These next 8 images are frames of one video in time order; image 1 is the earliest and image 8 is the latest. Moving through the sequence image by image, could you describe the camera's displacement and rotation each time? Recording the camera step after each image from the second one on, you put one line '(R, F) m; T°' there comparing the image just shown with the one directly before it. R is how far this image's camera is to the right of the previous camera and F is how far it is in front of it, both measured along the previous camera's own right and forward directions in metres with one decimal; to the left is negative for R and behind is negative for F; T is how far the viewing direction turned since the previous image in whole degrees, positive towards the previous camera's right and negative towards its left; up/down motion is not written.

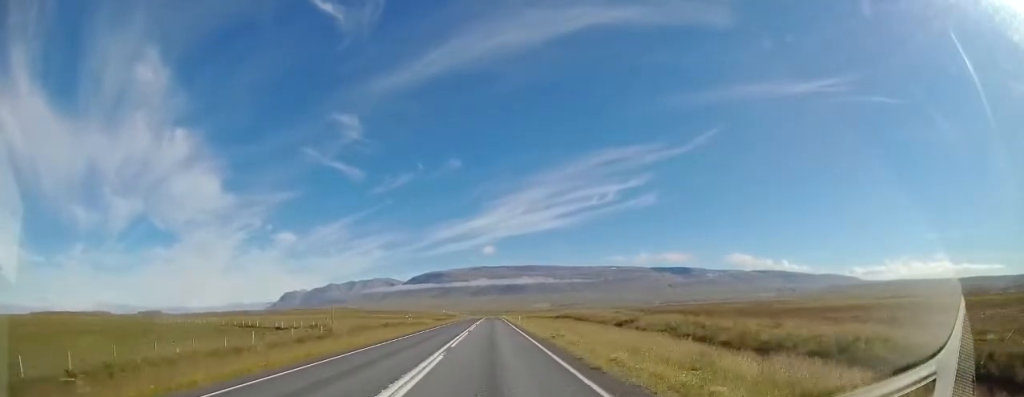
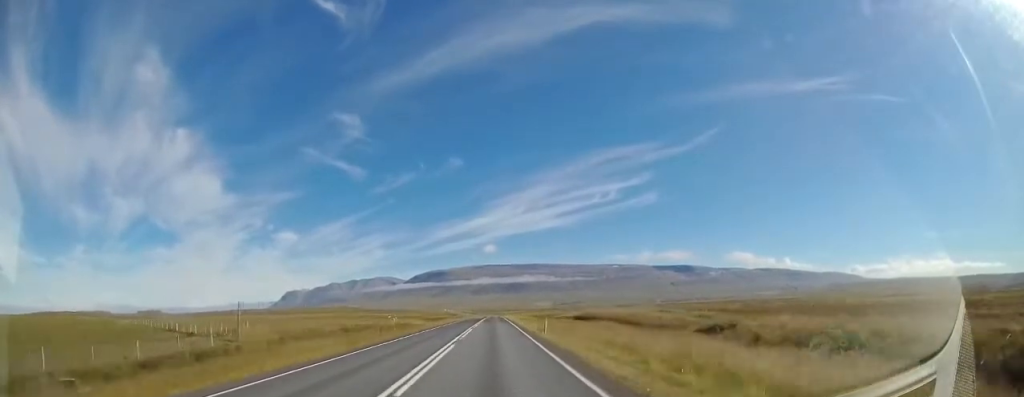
(+0.2, +20.9) m; 0°
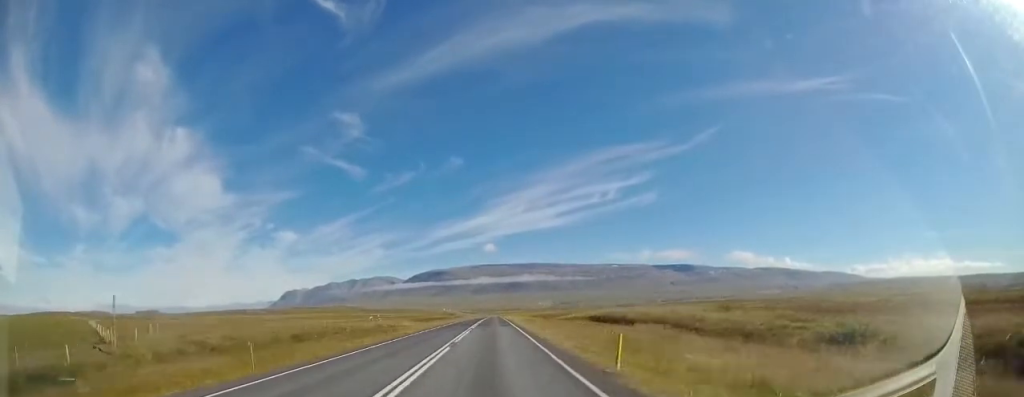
(-0.3, +13.3) m; -1°
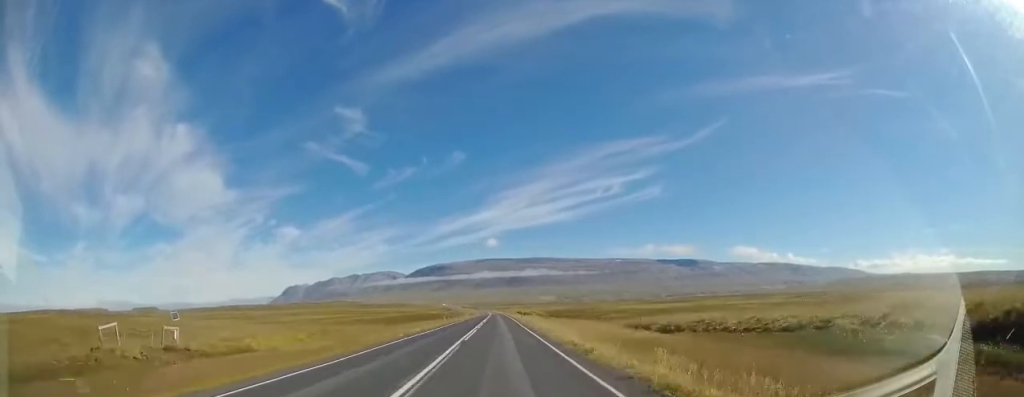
(-0.8, +58.6) m; +1°
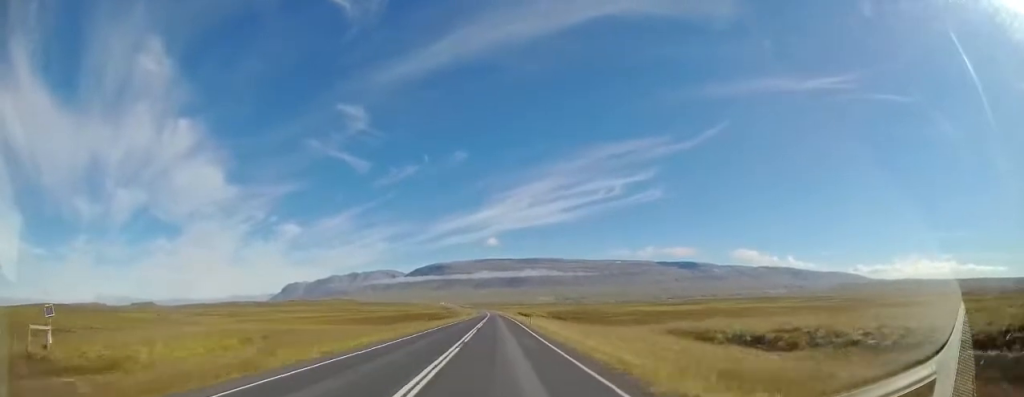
(+0.4, +12.5) m; +1°
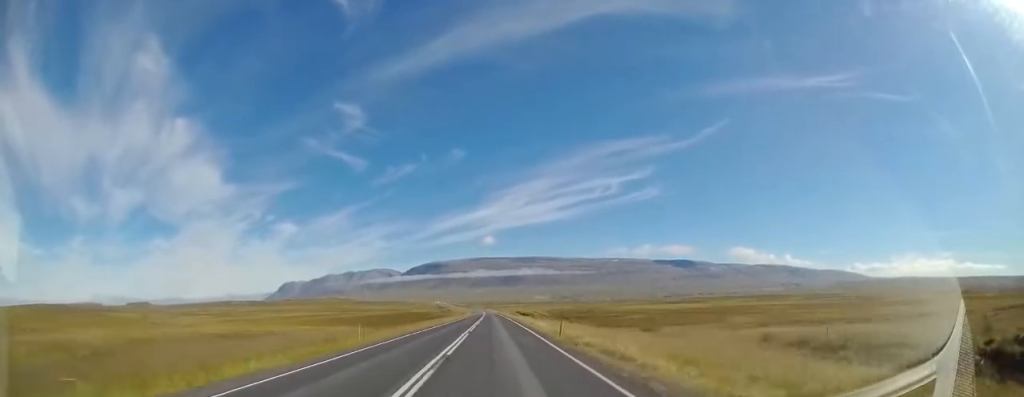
(+0.1, +17.2) m; 0°
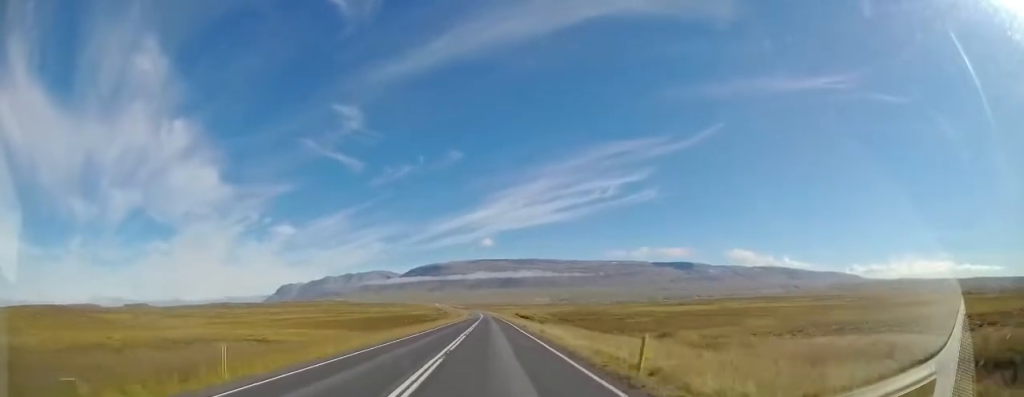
(+0.1, +10.2) m; -1°
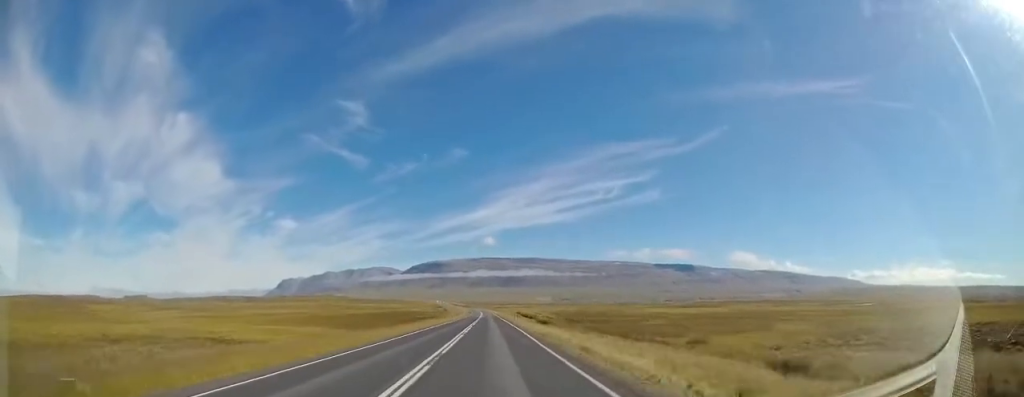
(-0.3, +13.3) m; -1°
